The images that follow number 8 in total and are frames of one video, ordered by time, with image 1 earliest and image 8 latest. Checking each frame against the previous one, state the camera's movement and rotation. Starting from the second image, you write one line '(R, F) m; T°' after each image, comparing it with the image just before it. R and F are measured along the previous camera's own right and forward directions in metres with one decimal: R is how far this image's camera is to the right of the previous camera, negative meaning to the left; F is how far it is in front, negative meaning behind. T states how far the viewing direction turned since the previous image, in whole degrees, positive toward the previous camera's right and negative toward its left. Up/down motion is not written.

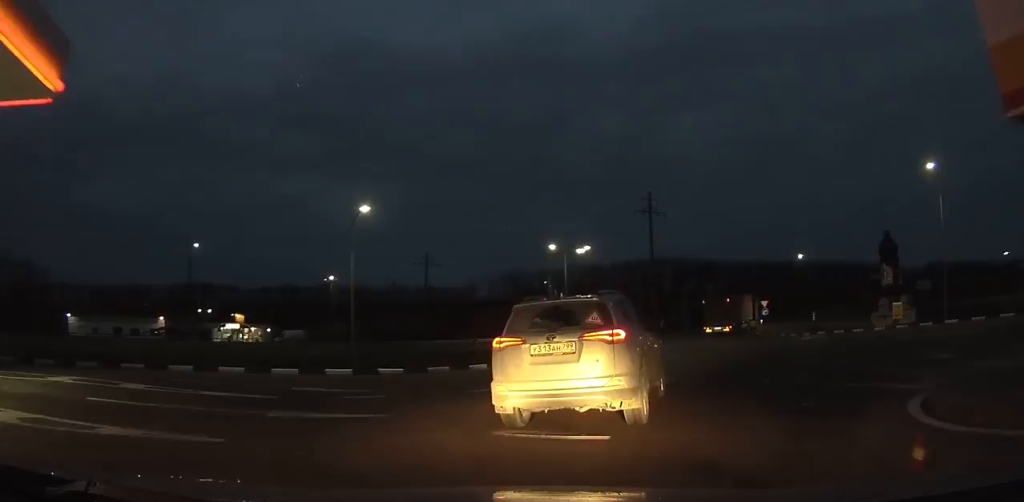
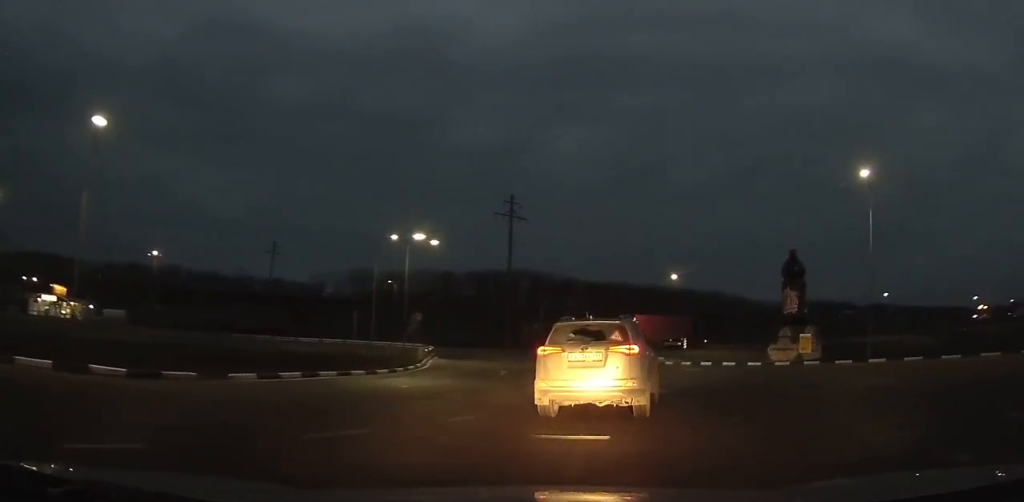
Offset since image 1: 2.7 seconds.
(+0.8, +9.4) m; +8°
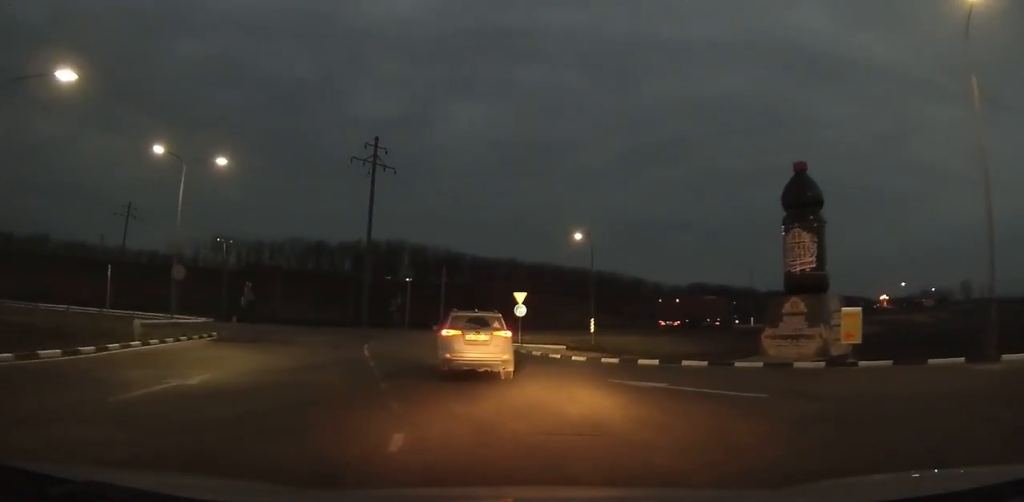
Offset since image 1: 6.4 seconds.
(+1.1, +16.5) m; +1°
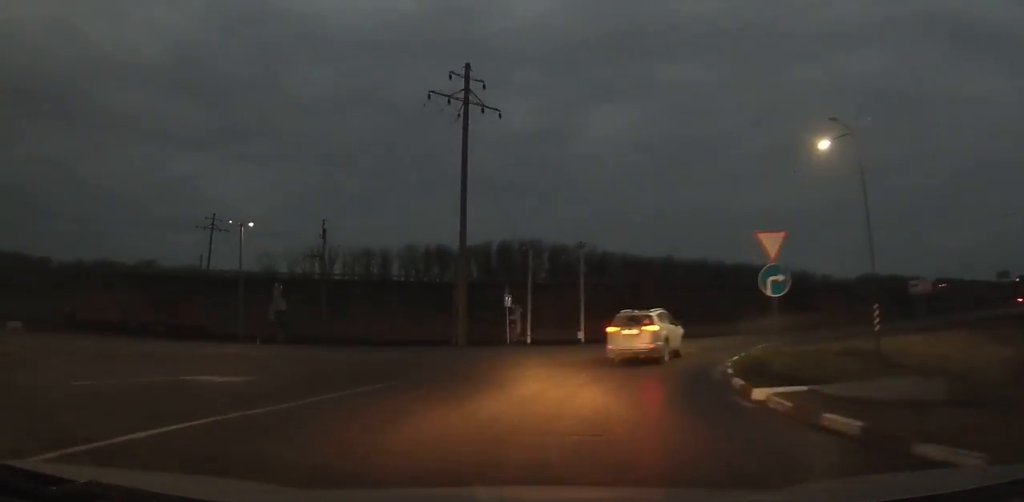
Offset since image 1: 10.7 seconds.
(-1.0, +26.0) m; +5°
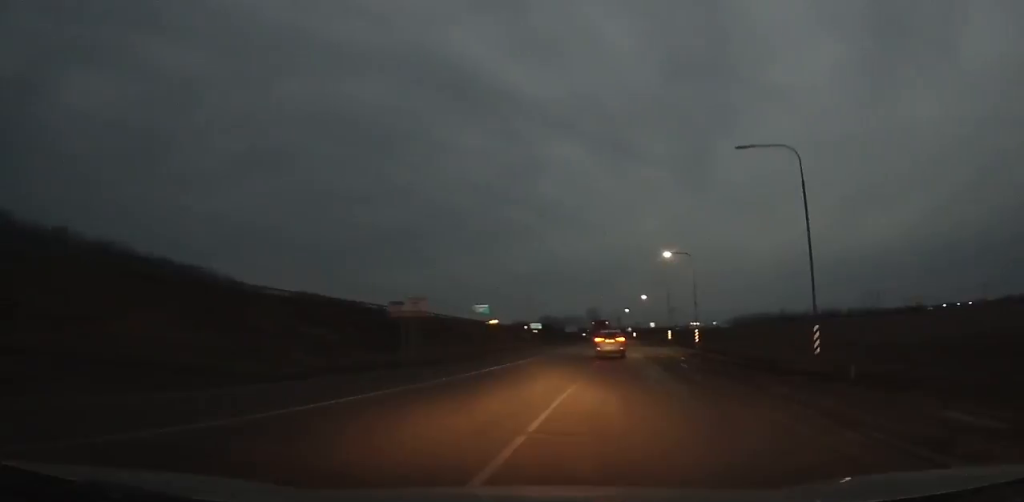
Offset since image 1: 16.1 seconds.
(+16.3, +41.3) m; +40°
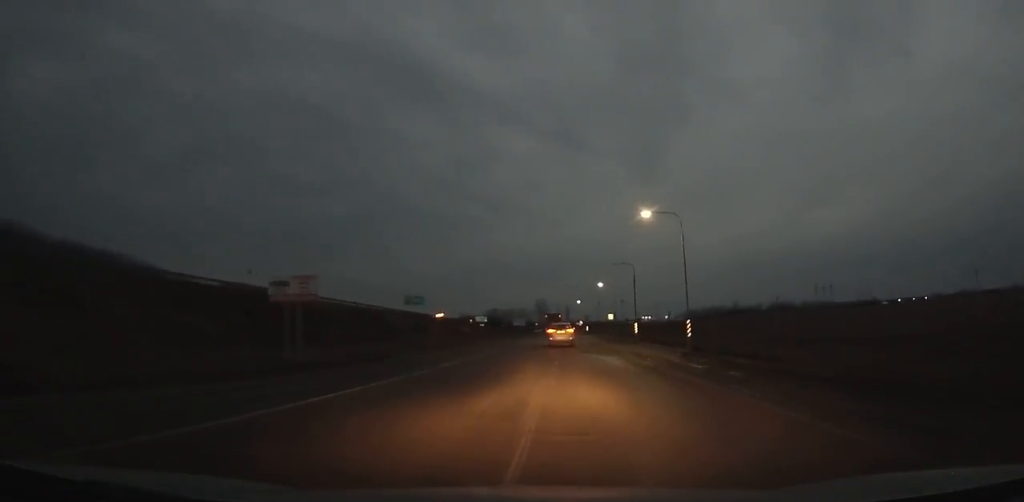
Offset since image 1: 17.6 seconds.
(+1.5, +17.7) m; +3°
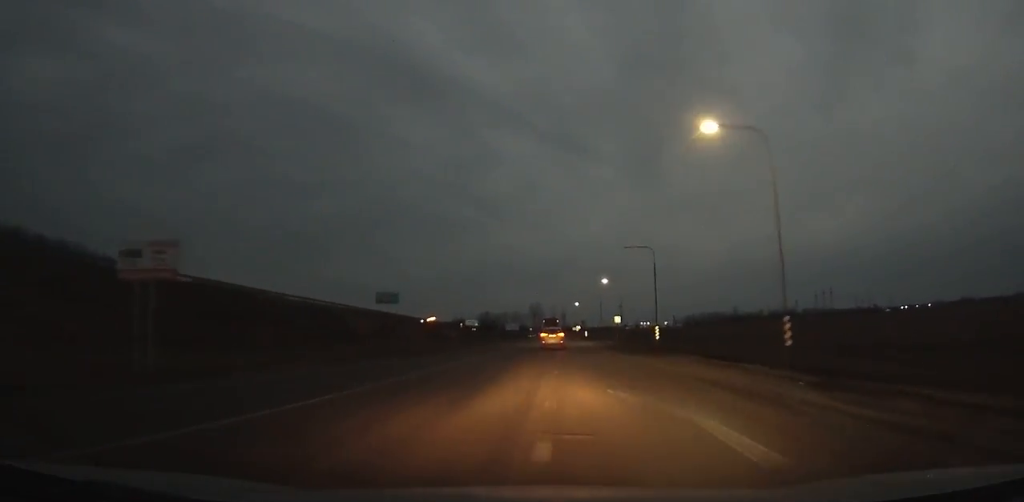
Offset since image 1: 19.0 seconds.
(+0.6, +16.8) m; +2°
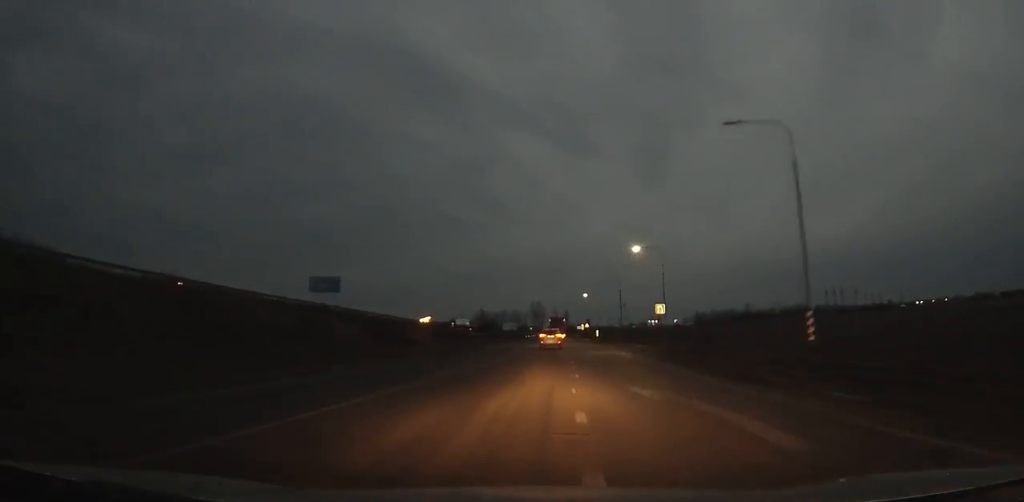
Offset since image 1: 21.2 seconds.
(+0.2, +30.3) m; +1°
